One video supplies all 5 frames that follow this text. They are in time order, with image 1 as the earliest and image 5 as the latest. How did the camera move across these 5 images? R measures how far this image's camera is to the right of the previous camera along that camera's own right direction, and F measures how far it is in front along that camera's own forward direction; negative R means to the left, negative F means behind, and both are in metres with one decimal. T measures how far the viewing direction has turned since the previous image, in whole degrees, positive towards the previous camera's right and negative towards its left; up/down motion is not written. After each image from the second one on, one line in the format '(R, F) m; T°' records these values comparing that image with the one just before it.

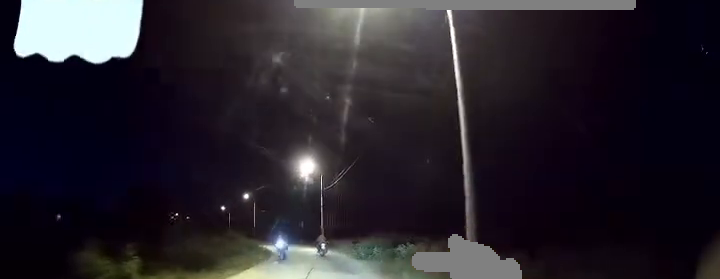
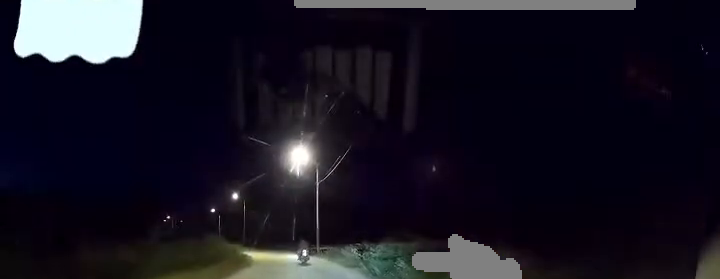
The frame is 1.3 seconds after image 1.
(+0.2, +7.8) m; +5°
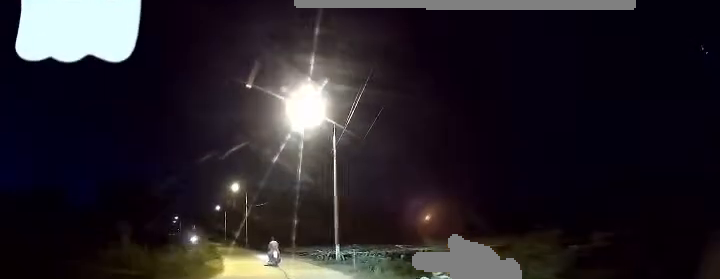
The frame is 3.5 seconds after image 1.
(-0.5, +12.9) m; -6°
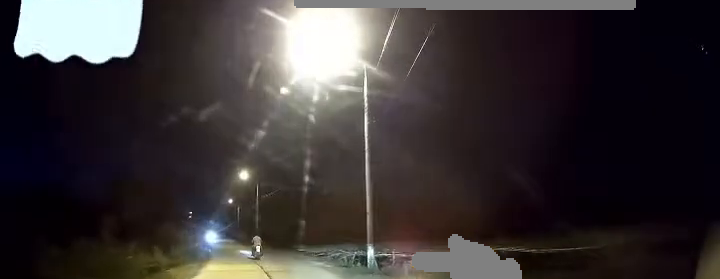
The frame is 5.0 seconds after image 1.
(-0.1, +7.7) m; -9°
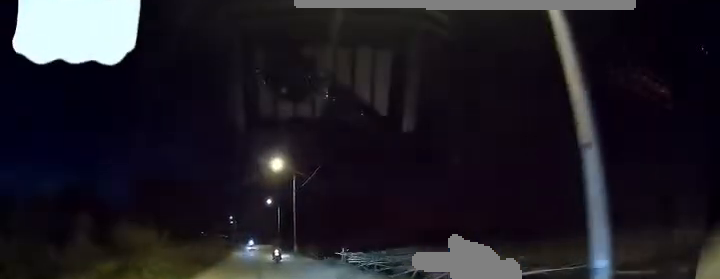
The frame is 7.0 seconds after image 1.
(0.0, +10.6) m; 0°
